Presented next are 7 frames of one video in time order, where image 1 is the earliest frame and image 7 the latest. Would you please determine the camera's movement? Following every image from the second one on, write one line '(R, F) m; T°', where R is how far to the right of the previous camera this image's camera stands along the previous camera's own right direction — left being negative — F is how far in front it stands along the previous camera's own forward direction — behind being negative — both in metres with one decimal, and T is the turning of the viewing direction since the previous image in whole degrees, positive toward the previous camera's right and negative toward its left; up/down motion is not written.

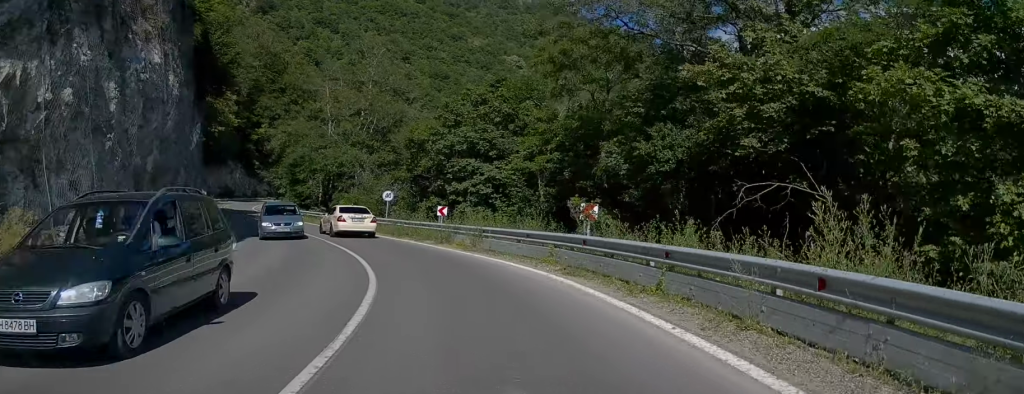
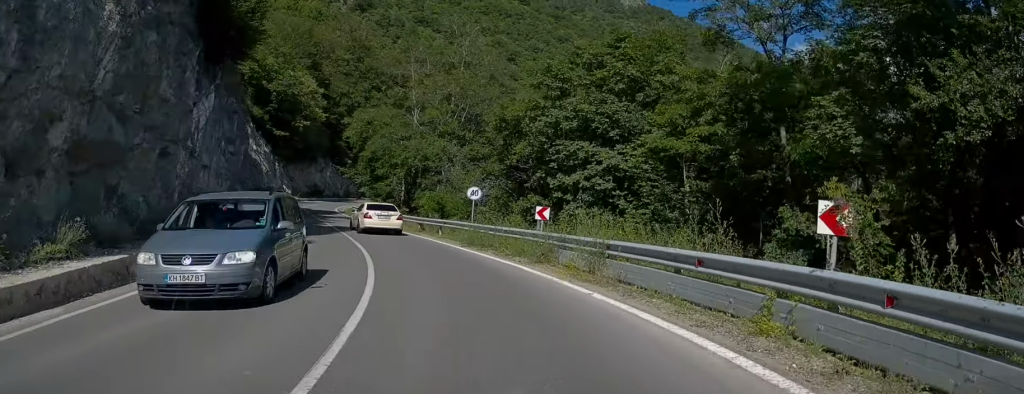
(-0.7, +8.6) m; -10°
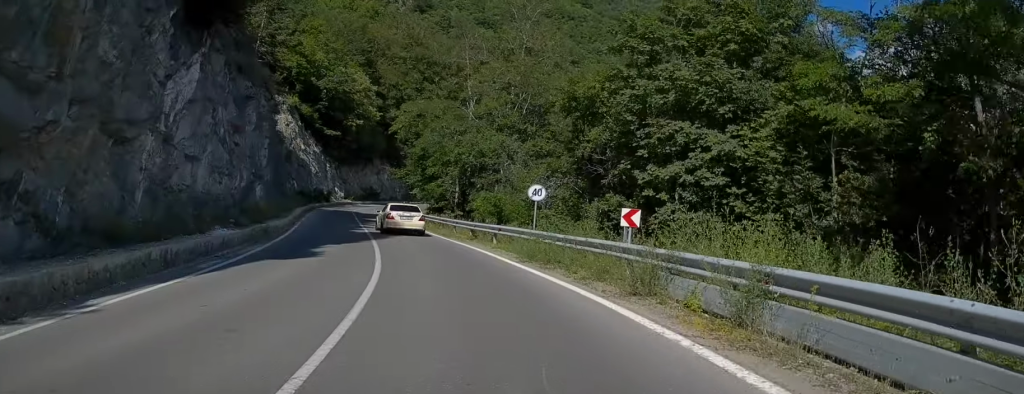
(-0.5, +5.6) m; -4°
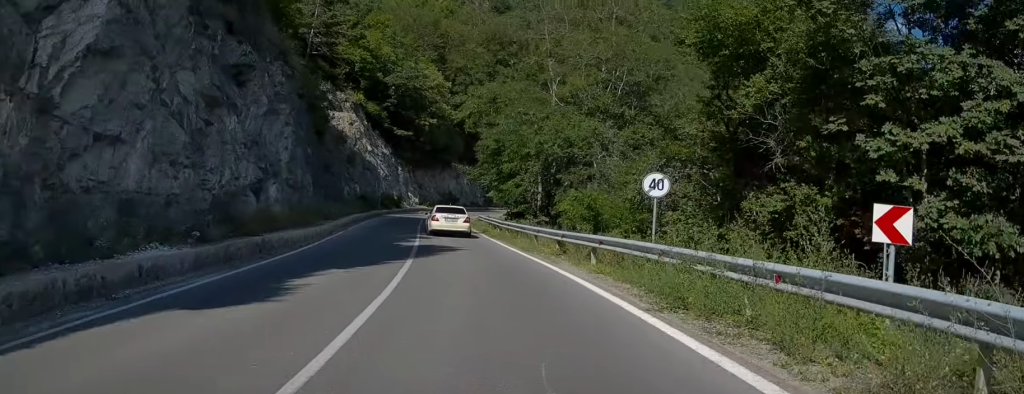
(-0.3, +7.9) m; -6°
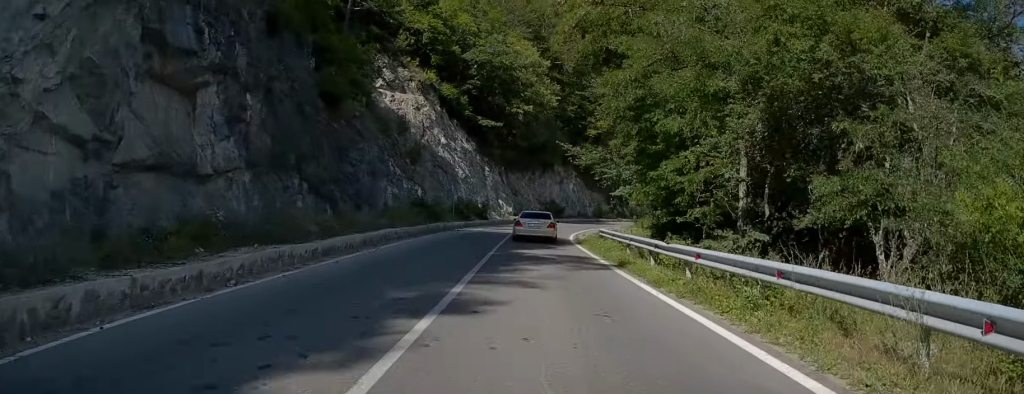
(-1.5, +18.8) m; -6°
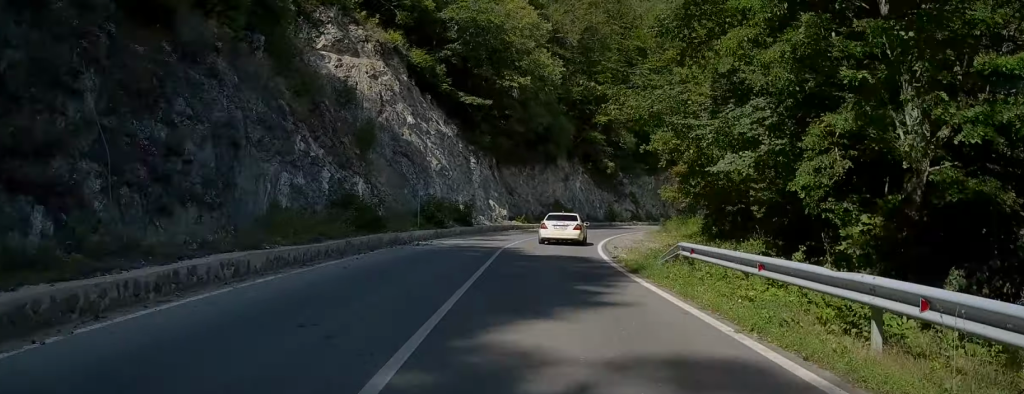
(-0.2, +15.3) m; -1°
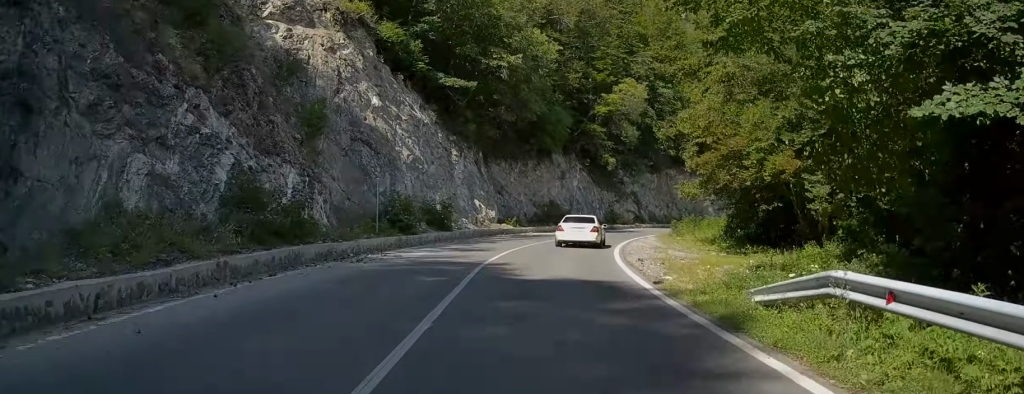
(0.0, +7.7) m; +1°
